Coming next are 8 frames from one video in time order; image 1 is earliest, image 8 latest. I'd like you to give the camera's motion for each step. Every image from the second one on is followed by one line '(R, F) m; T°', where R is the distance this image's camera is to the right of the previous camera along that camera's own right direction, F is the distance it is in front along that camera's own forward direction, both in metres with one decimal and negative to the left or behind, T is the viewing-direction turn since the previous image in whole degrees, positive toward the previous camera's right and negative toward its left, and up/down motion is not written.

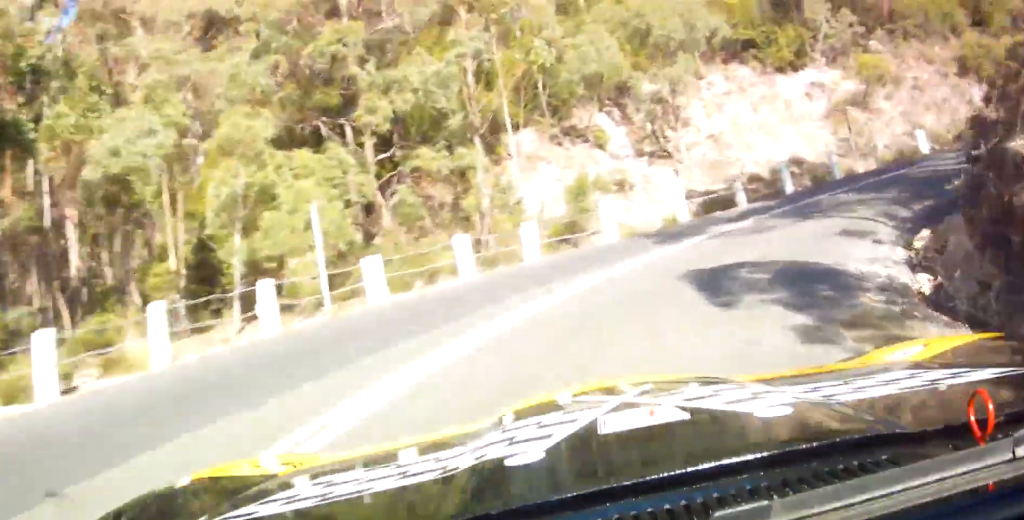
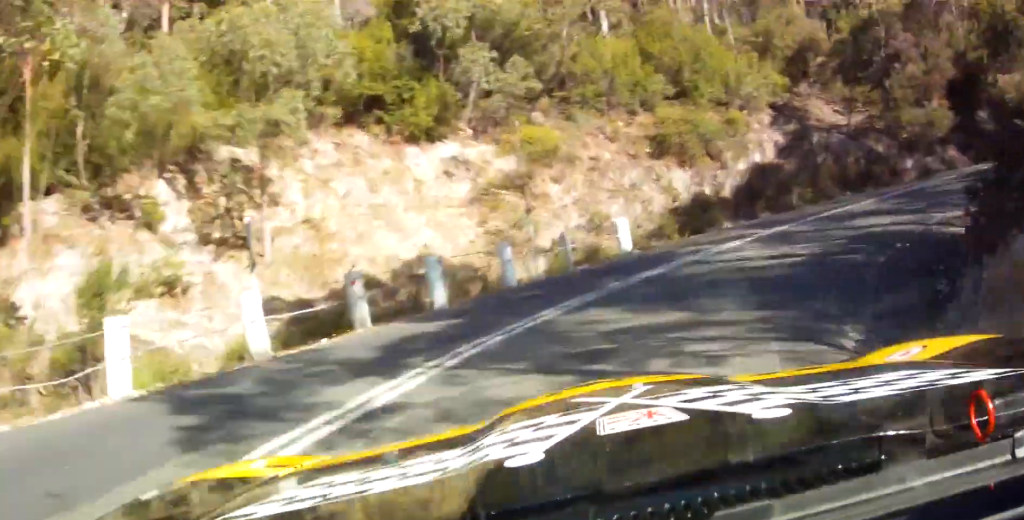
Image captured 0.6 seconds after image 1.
(+1.9, +12.1) m; +13°
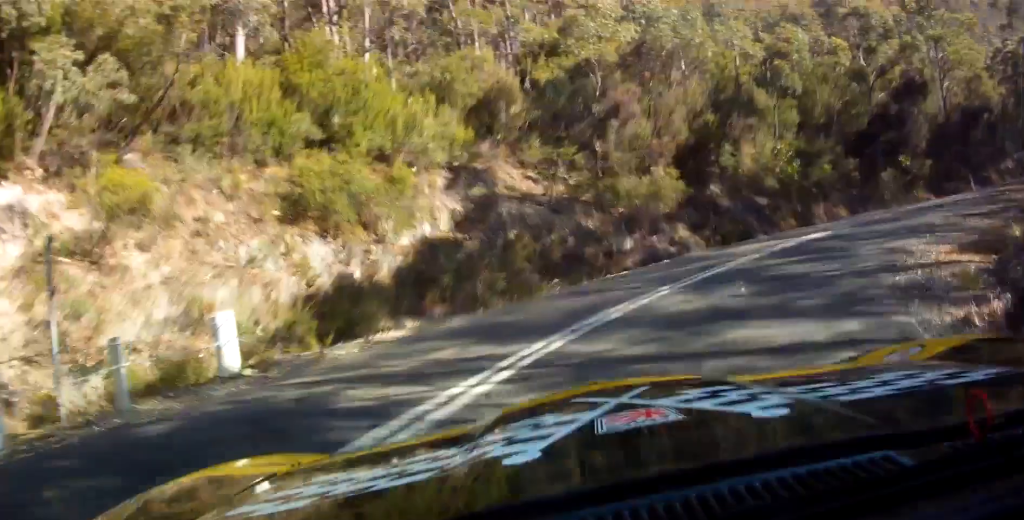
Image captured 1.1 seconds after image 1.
(-0.3, +10.7) m; +7°
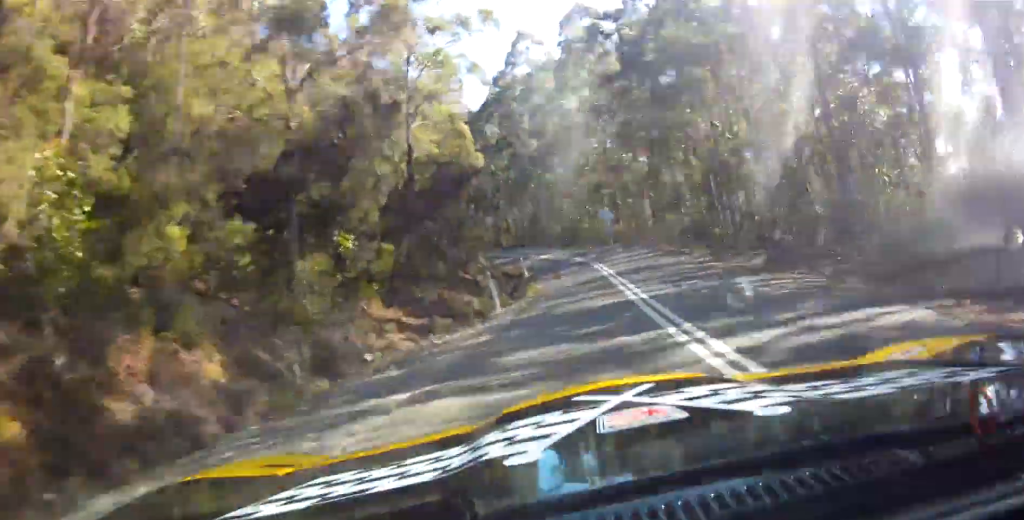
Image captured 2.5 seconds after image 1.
(+5.0, +34.4) m; +9°
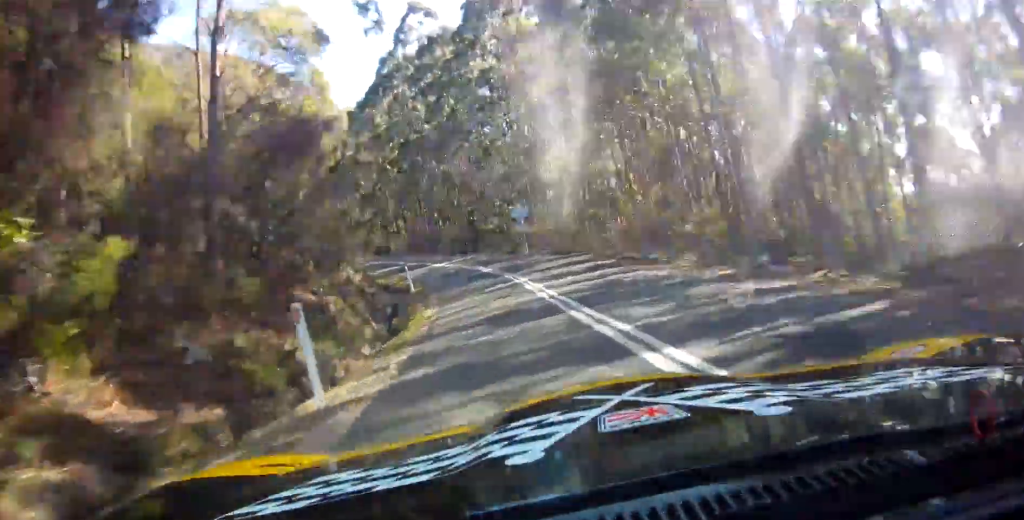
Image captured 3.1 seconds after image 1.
(0.0, +16.2) m; 0°
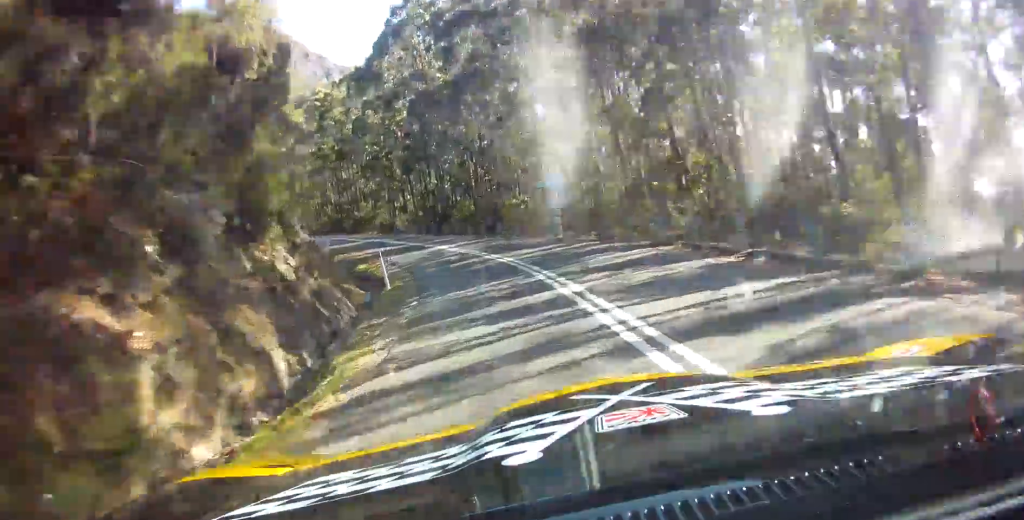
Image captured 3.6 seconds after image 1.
(+0.1, +14.6) m; -3°
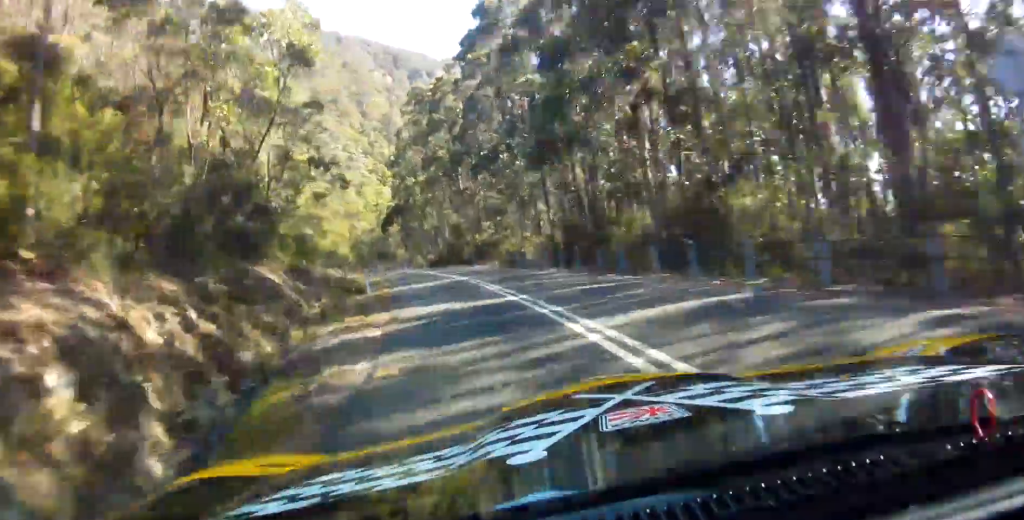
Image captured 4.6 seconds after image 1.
(-1.5, +31.8) m; -5°
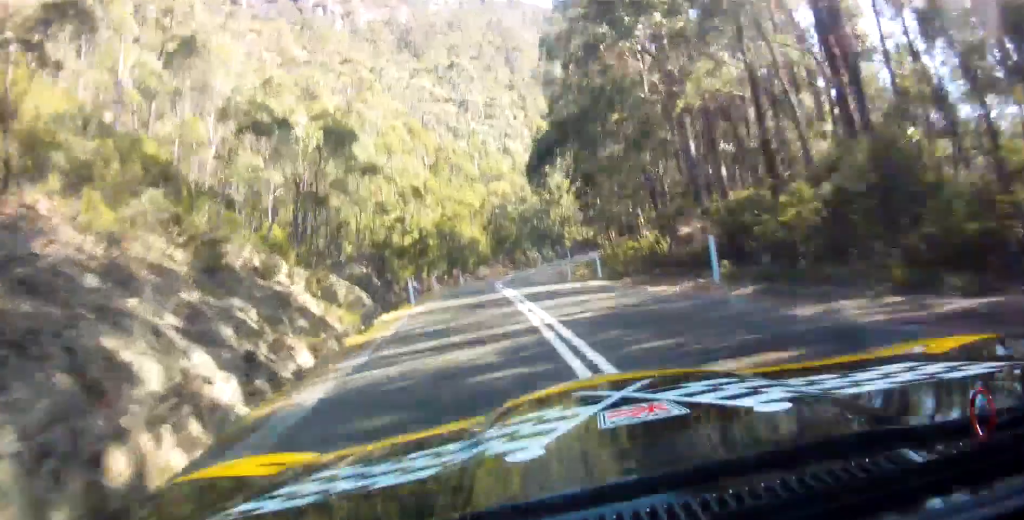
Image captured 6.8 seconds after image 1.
(-4.1, +83.9) m; +1°
